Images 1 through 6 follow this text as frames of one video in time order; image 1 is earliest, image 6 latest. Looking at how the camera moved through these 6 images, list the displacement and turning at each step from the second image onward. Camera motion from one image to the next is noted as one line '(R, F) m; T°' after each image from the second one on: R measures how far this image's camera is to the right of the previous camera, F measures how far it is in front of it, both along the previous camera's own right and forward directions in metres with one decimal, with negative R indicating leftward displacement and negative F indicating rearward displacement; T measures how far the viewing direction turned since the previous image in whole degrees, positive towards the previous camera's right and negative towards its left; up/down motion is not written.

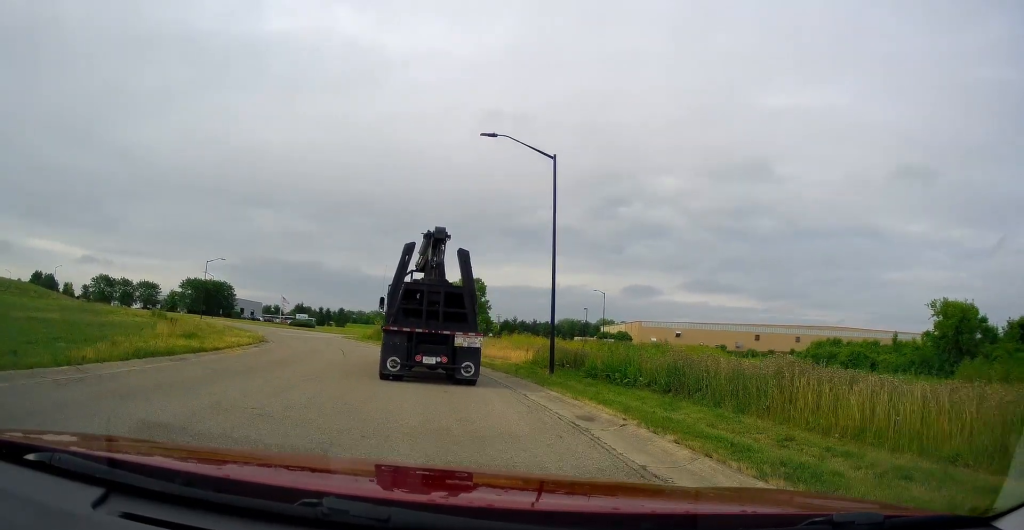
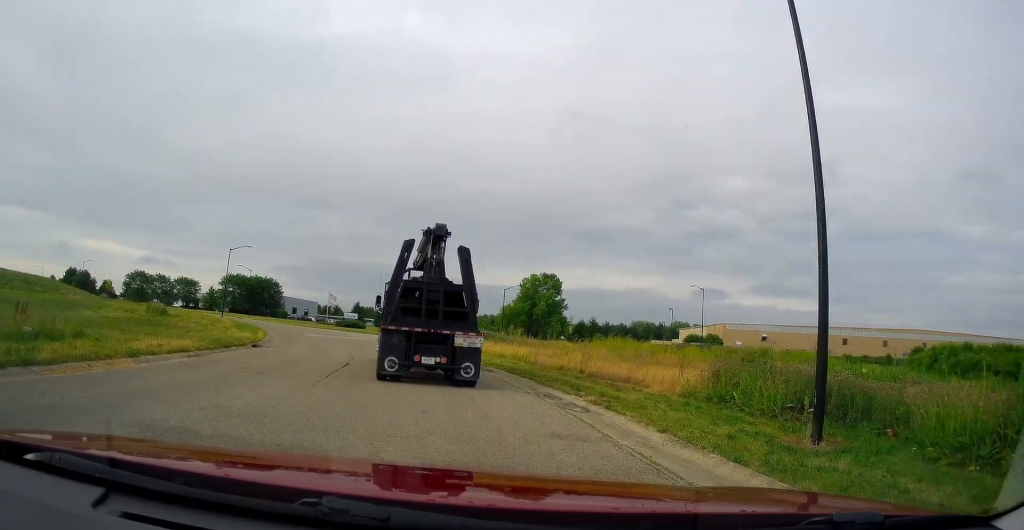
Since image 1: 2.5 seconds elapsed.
(-1.7, +14.6) m; -8°
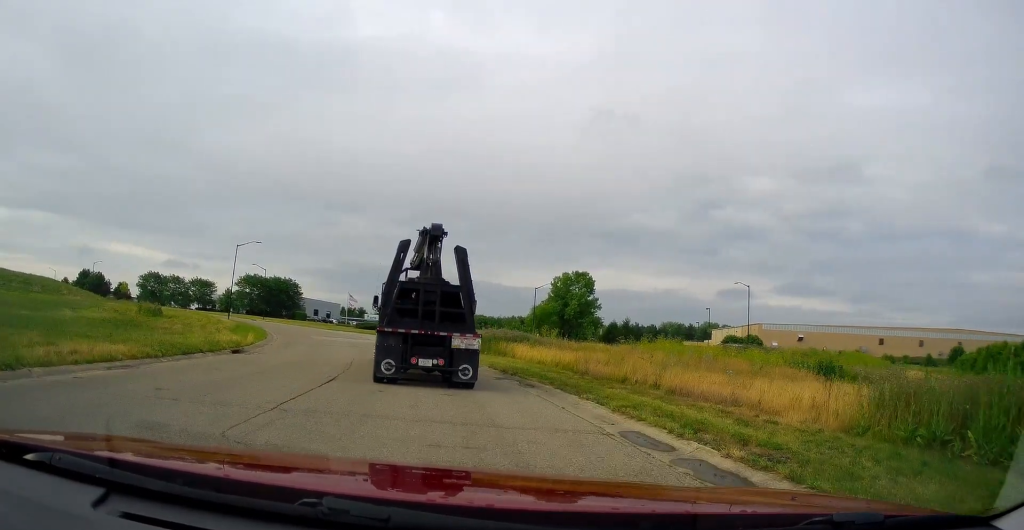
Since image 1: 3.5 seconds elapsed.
(+0.6, +6.1) m; +2°
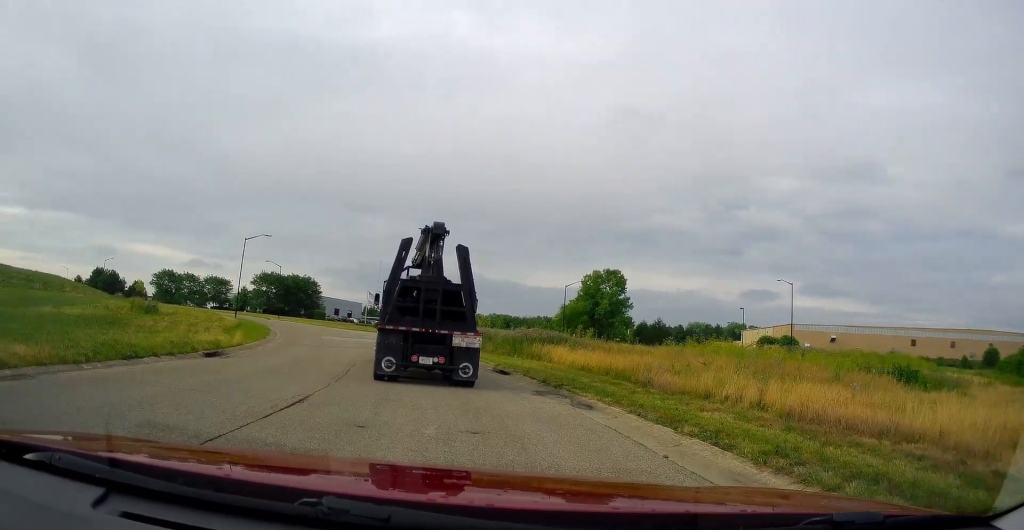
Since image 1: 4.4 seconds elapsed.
(-0.2, +5.1) m; -8°
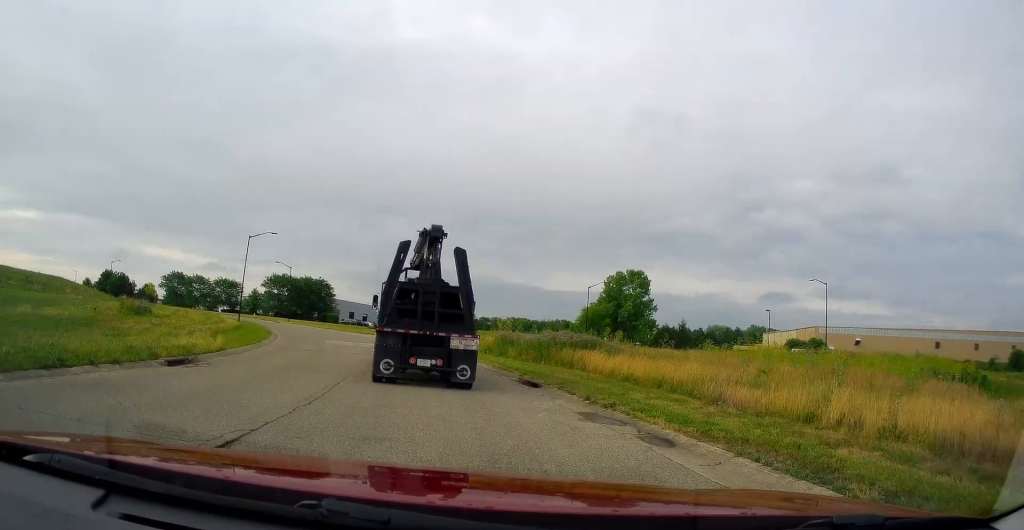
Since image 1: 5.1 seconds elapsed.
(-0.4, +3.8) m; -3°
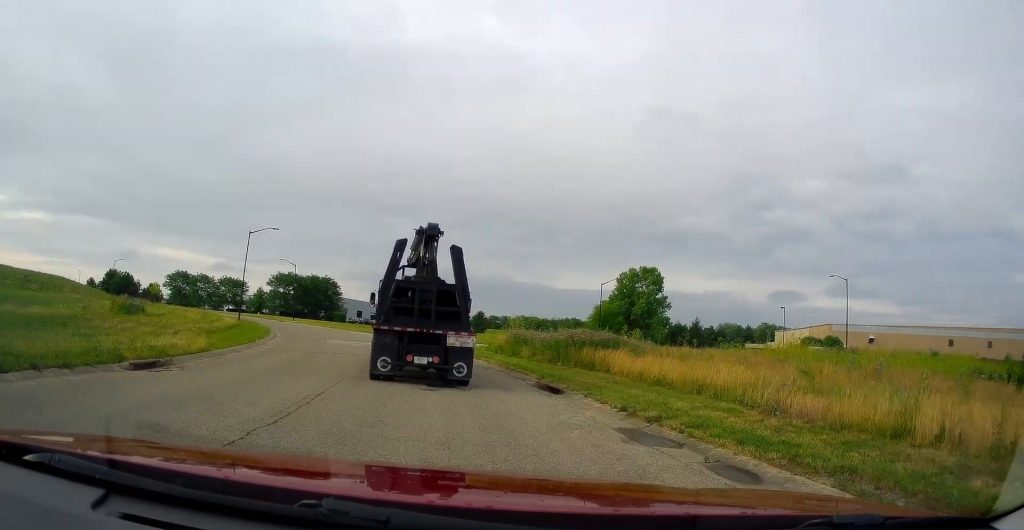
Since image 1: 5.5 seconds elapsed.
(-0.1, +2.5) m; 0°
